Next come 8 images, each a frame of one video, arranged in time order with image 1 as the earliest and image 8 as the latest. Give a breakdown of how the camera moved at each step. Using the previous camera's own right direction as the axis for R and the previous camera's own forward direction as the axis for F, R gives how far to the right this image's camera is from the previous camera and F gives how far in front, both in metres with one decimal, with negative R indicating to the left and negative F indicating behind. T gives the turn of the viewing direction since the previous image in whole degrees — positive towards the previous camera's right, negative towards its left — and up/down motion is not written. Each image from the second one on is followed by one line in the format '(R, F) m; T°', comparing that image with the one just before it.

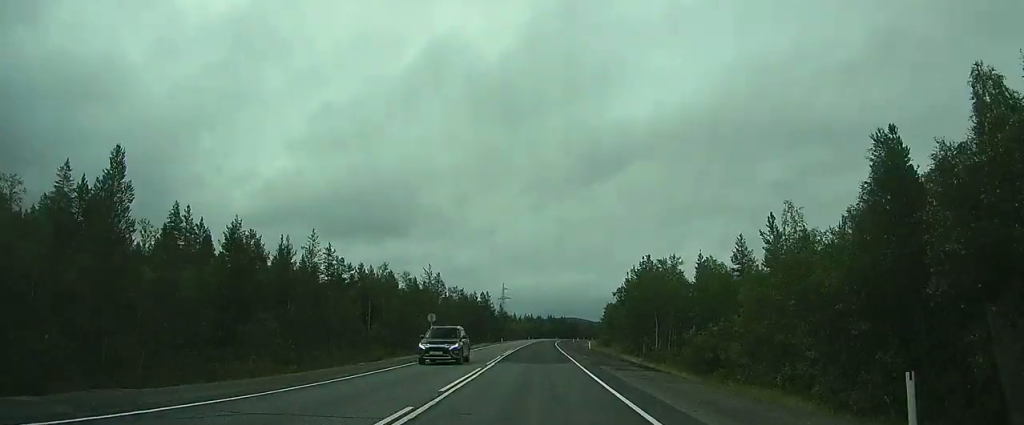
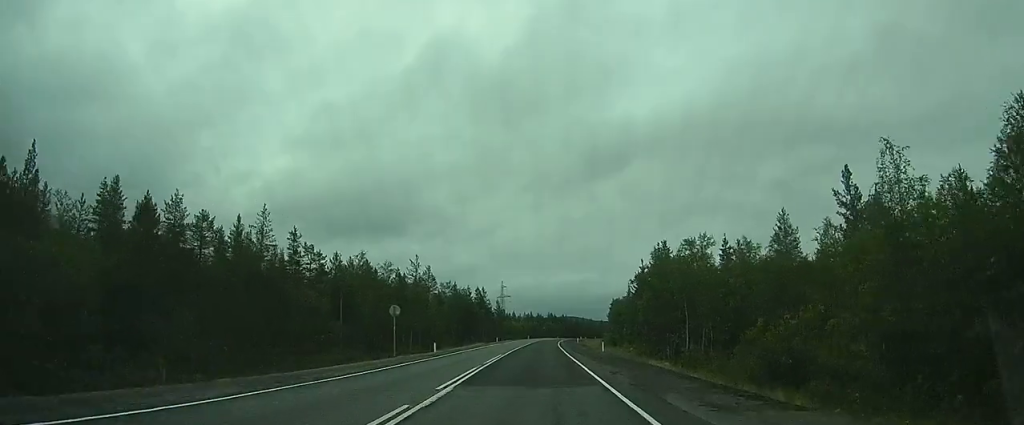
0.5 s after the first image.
(+0.1, +11.3) m; 0°
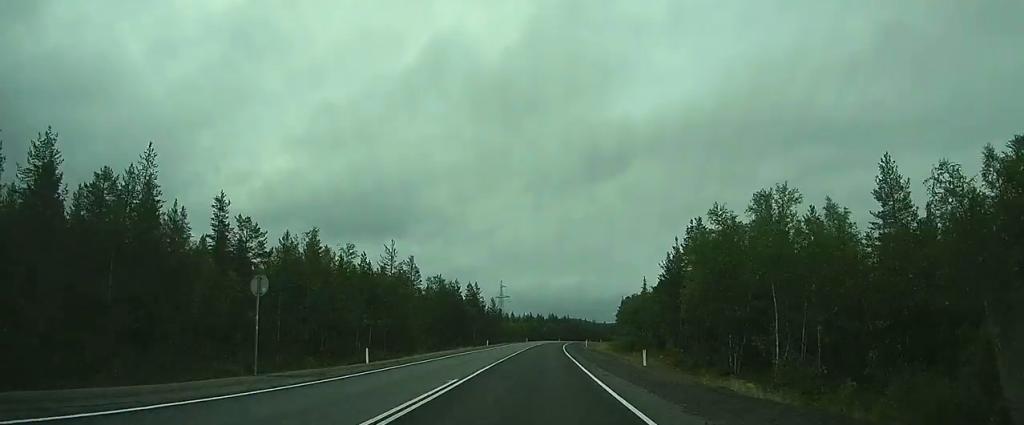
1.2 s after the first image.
(0.0, +16.5) m; 0°
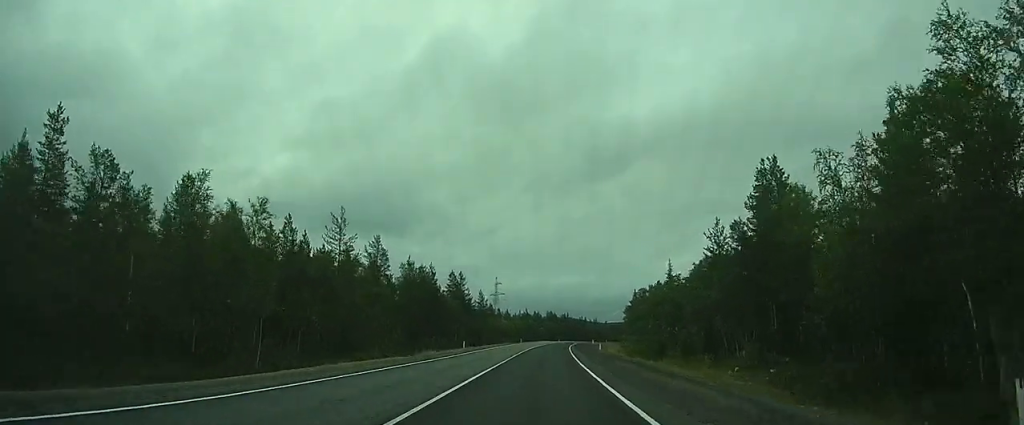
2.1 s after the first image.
(0.0, +20.2) m; 0°
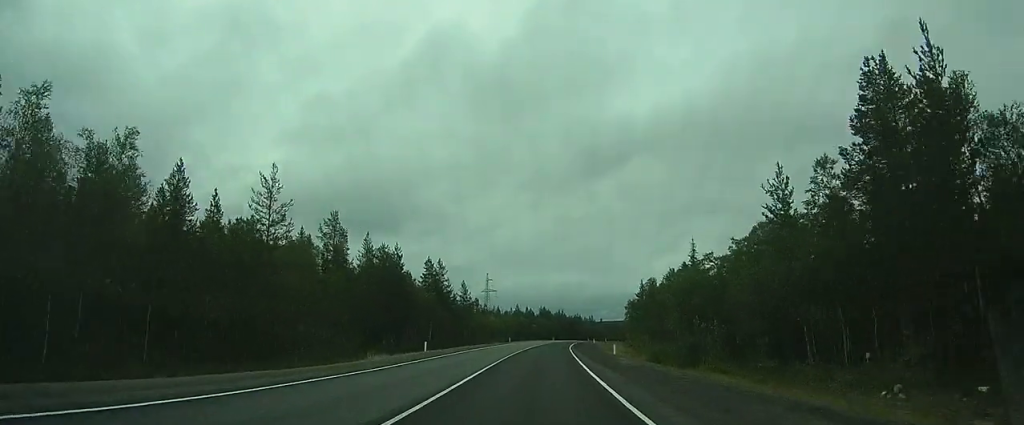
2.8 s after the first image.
(0.0, +15.1) m; 0°
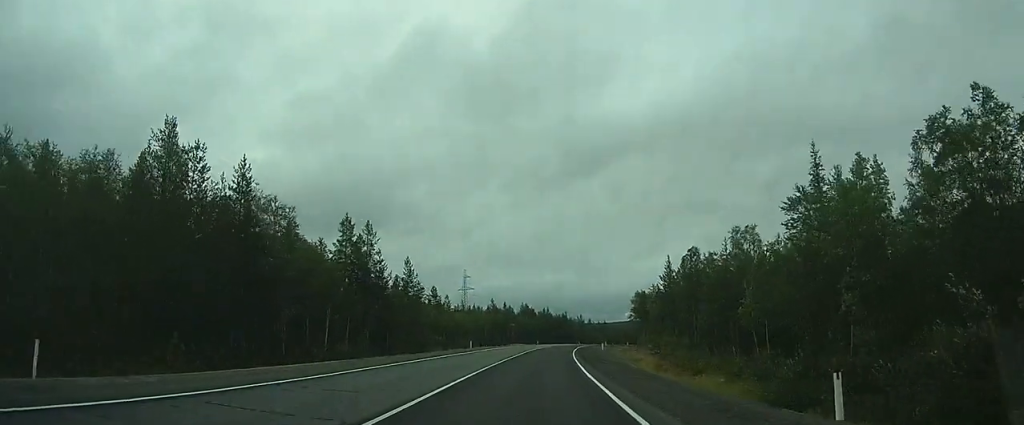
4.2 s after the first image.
(0.0, +31.6) m; +1°
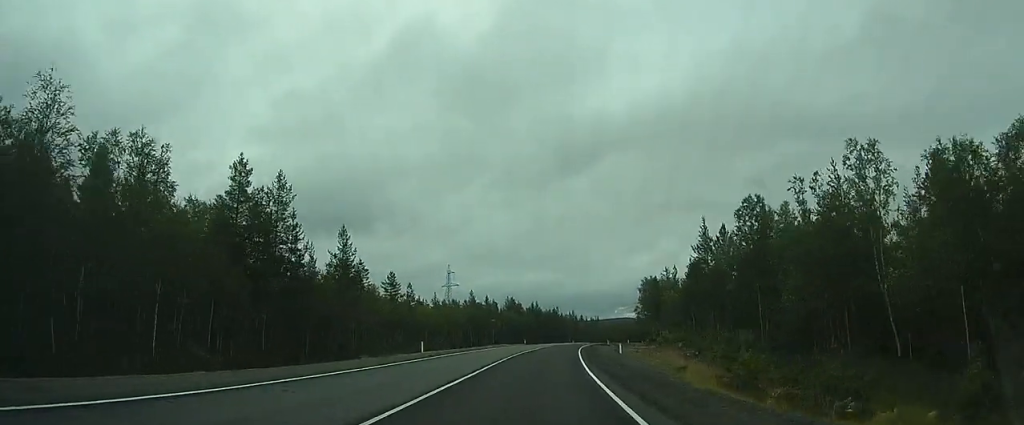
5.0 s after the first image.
(+0.4, +20.0) m; 0°
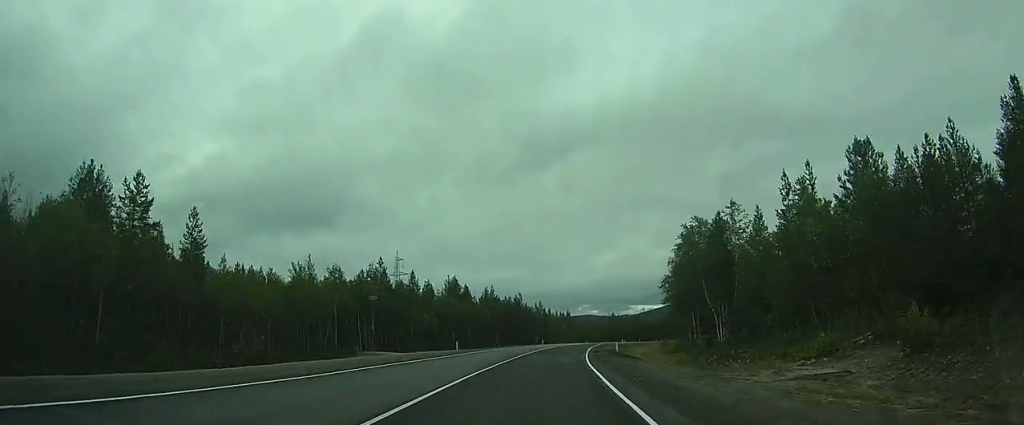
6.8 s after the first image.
(-0.6, +46.5) m; -1°
